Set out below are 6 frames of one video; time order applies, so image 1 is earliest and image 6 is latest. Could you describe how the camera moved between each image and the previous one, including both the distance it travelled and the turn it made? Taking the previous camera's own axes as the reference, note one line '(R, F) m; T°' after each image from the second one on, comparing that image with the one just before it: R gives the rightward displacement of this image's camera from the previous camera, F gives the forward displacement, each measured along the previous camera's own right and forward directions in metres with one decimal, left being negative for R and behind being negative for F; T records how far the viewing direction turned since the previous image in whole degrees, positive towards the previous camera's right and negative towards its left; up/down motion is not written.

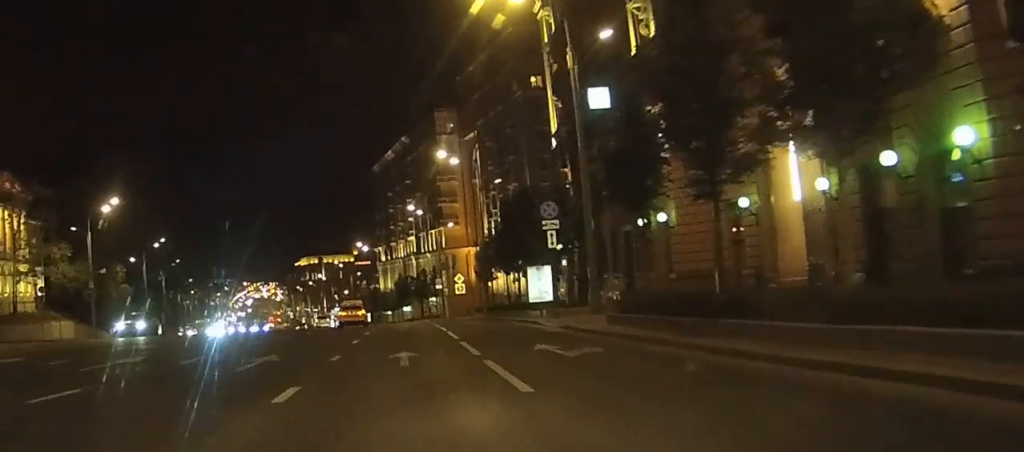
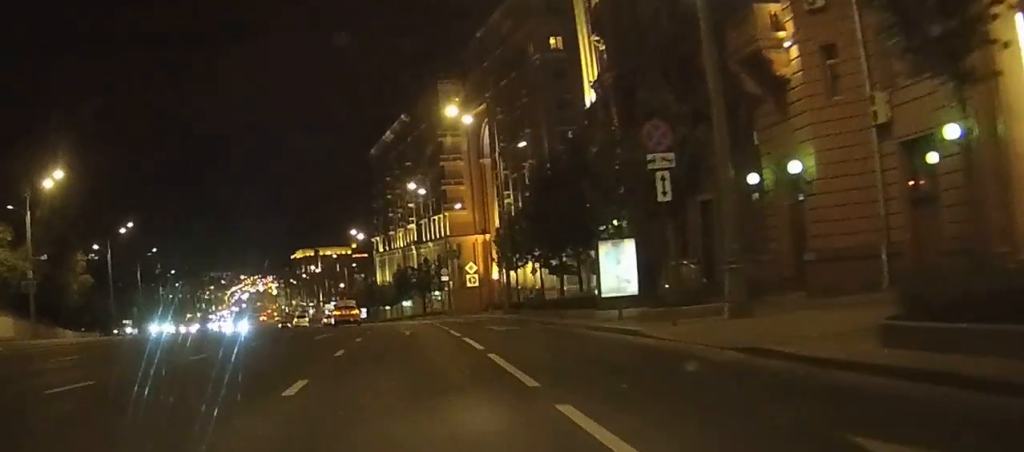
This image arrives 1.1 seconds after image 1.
(+0.1, +15.8) m; 0°
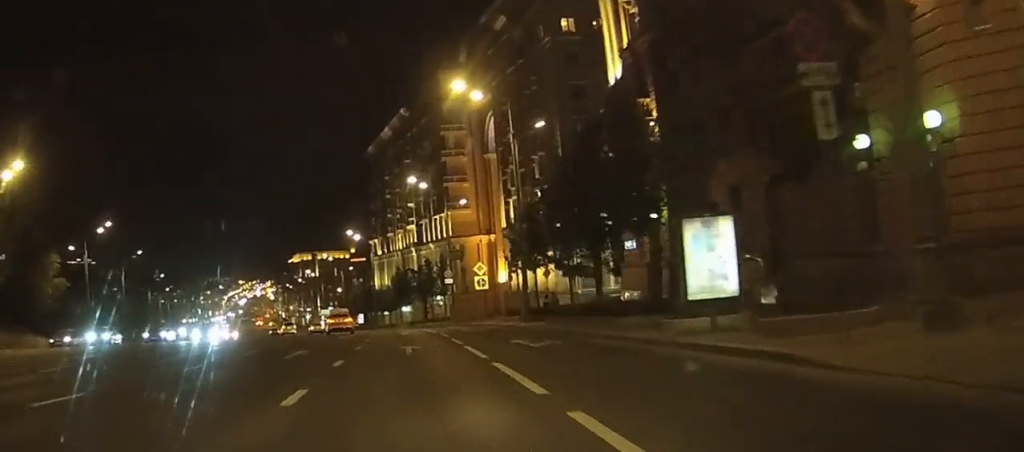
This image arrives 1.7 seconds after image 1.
(0.0, +8.4) m; 0°
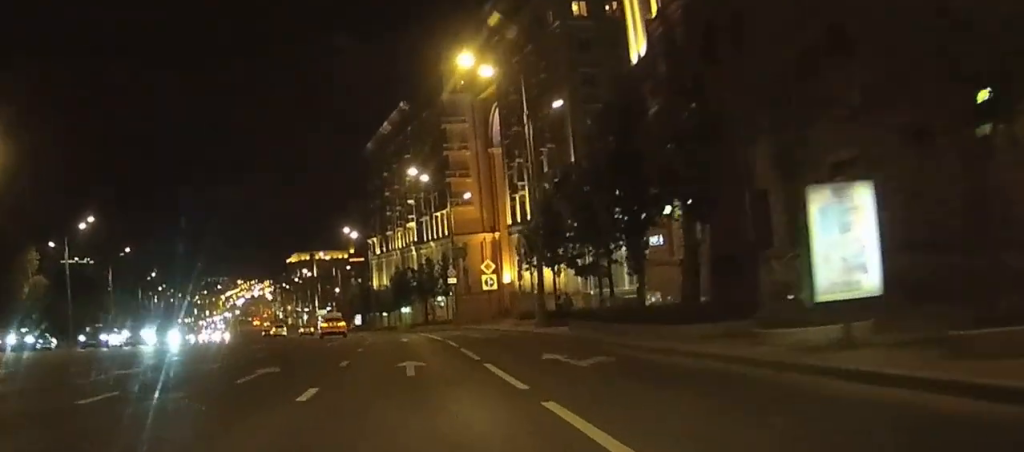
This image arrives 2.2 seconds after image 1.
(0.0, +6.1) m; 0°
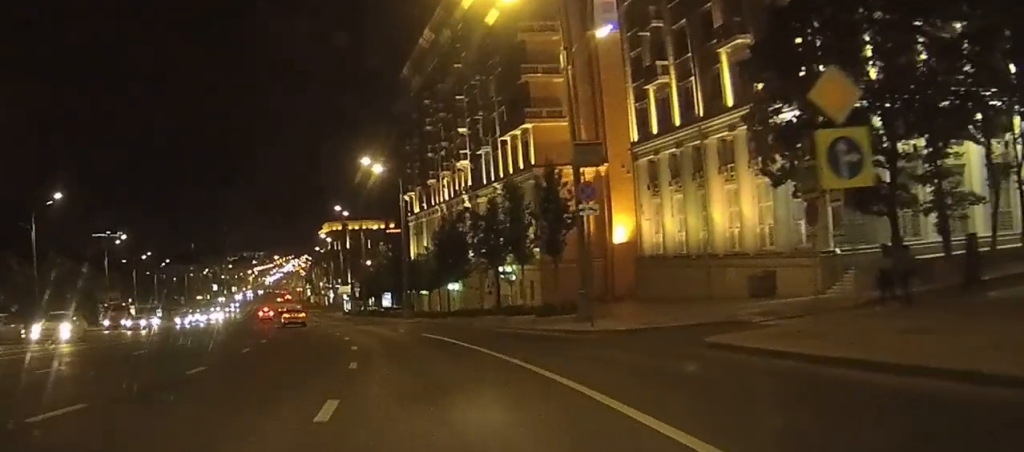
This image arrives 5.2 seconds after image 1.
(-0.9, +43.3) m; -4°
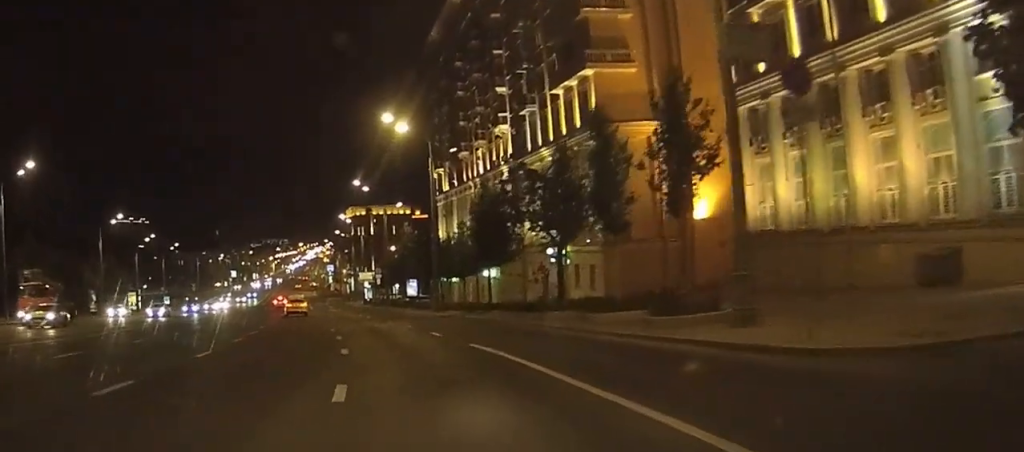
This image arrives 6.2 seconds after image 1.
(-0.3, +14.8) m; -3°
